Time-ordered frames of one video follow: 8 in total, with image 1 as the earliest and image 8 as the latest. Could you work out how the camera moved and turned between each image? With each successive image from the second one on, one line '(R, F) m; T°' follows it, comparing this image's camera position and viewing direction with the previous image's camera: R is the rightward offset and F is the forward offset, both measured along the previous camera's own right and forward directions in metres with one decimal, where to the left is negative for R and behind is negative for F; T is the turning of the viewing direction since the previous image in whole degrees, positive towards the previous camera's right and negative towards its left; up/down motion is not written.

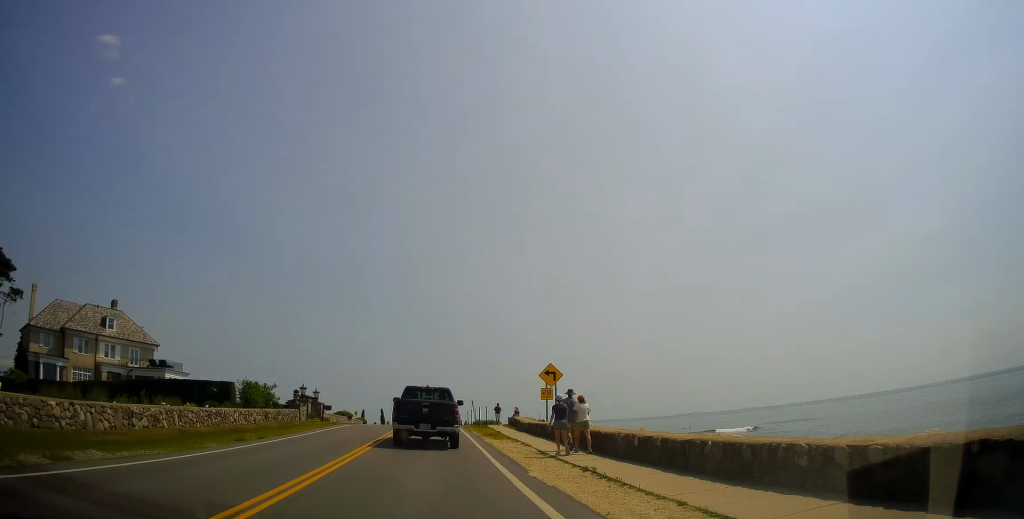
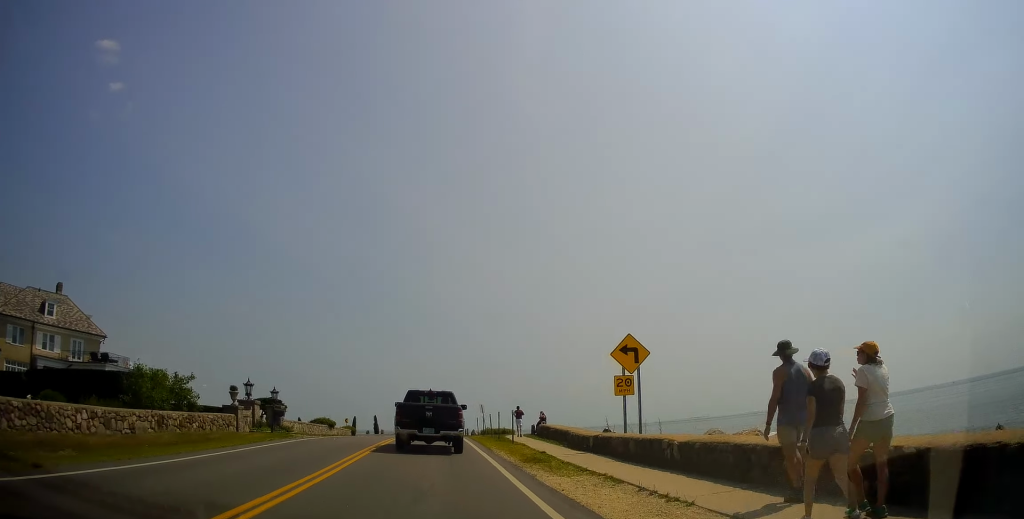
(0.0, +12.6) m; +1°
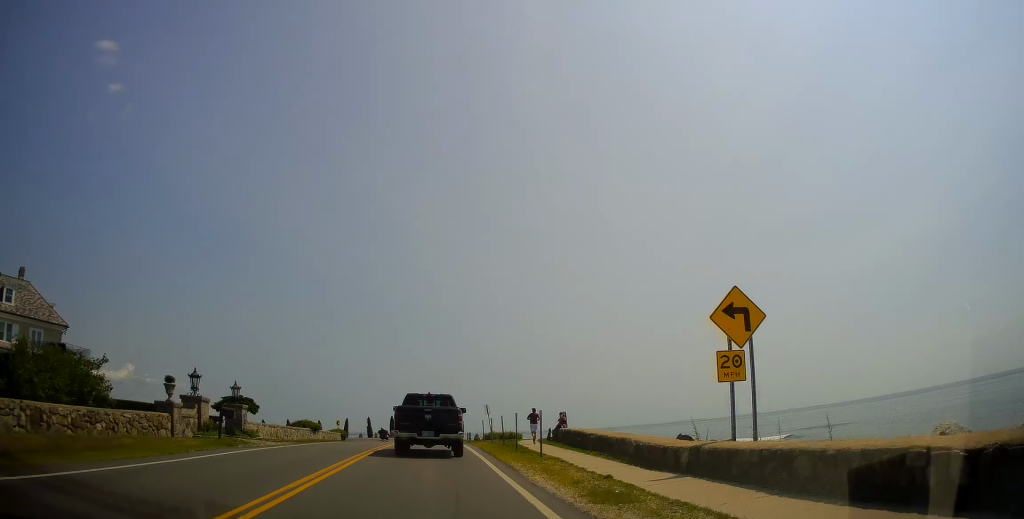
(+0.1, +6.6) m; 0°
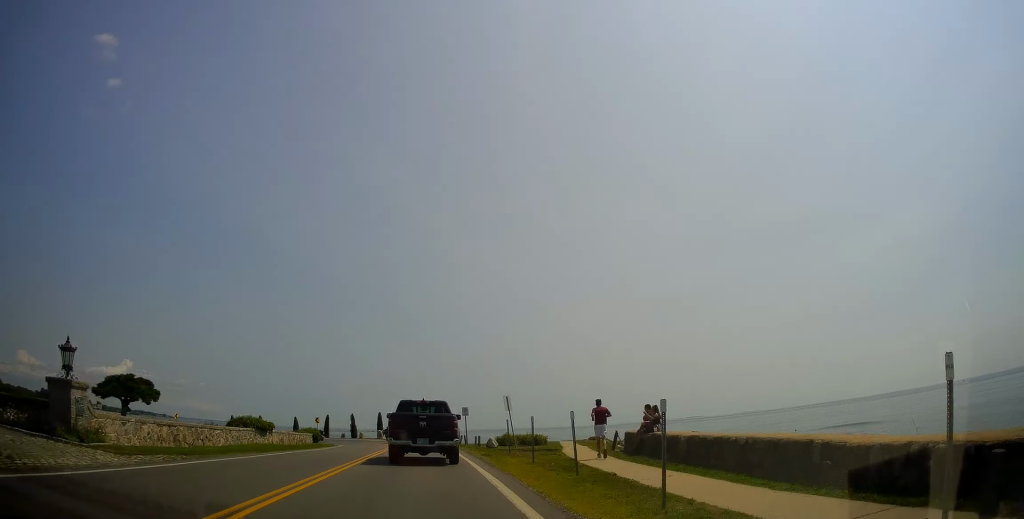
(0.0, +13.9) m; +1°
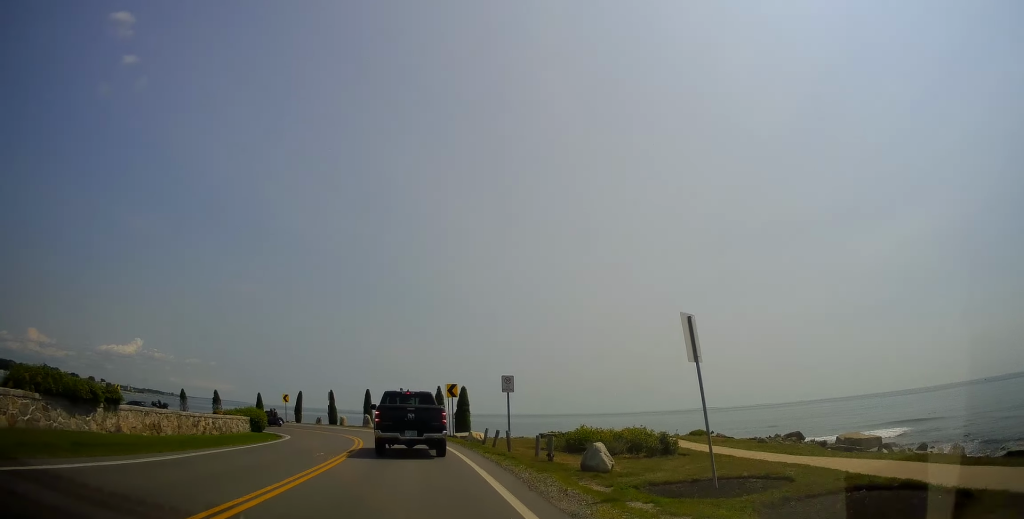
(+0.1, +20.1) m; -2°
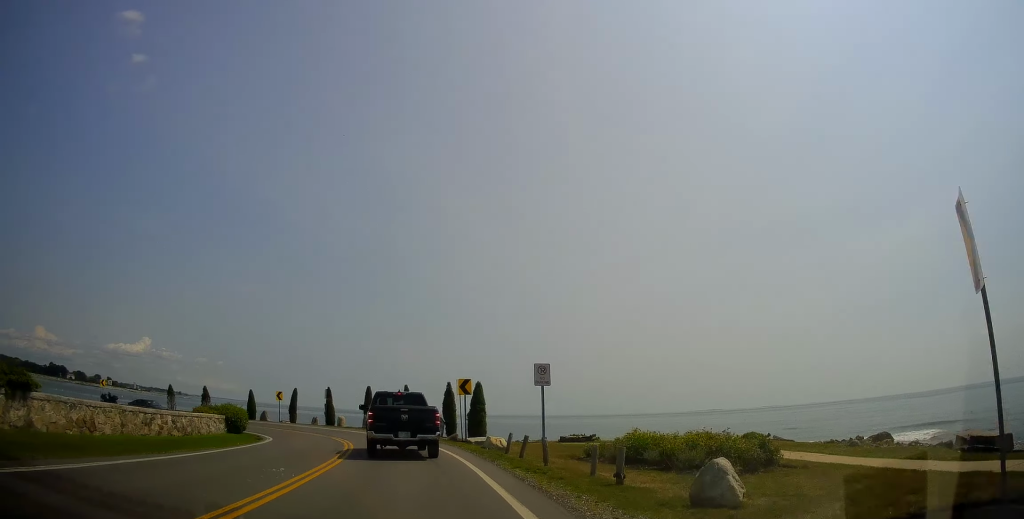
(-0.1, +5.3) m; -3°
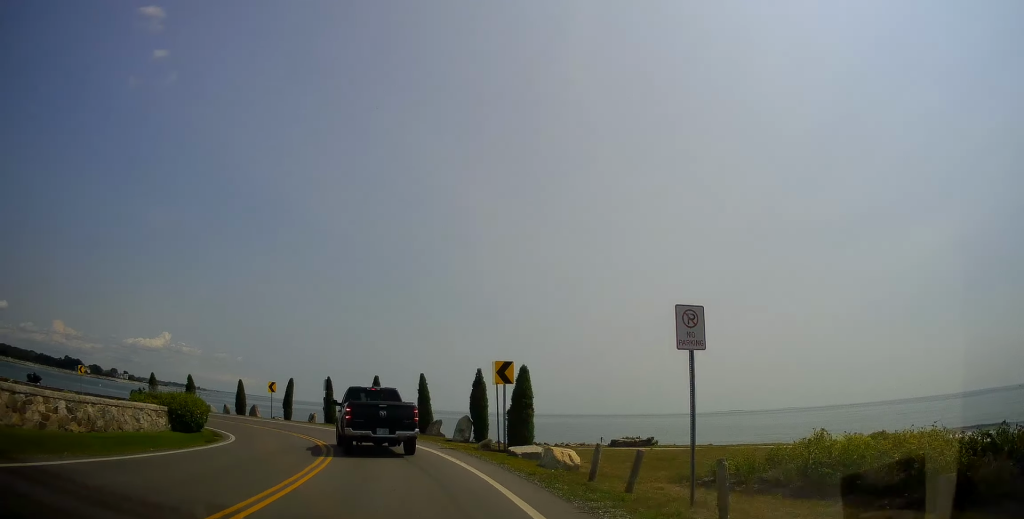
(-0.4, +8.4) m; -3°
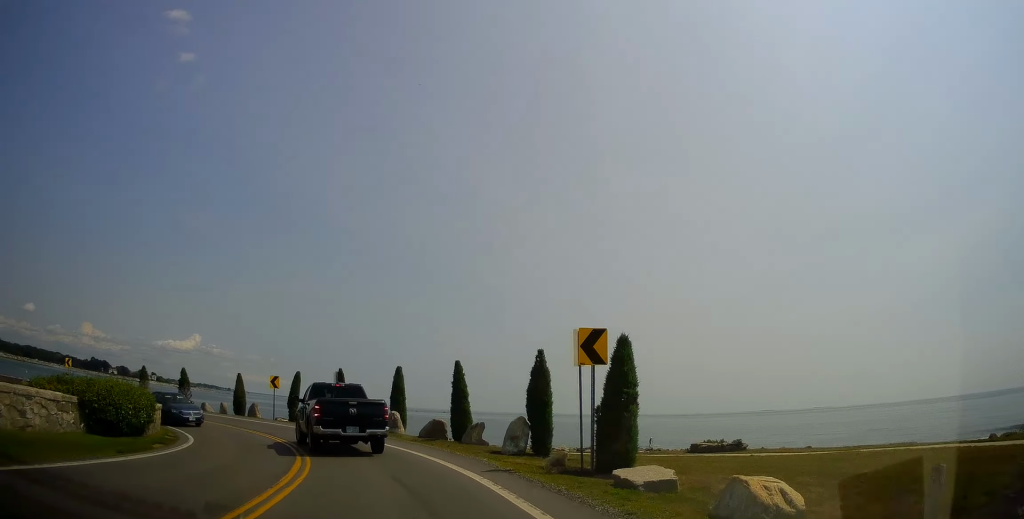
(-0.2, +7.5) m; -3°
